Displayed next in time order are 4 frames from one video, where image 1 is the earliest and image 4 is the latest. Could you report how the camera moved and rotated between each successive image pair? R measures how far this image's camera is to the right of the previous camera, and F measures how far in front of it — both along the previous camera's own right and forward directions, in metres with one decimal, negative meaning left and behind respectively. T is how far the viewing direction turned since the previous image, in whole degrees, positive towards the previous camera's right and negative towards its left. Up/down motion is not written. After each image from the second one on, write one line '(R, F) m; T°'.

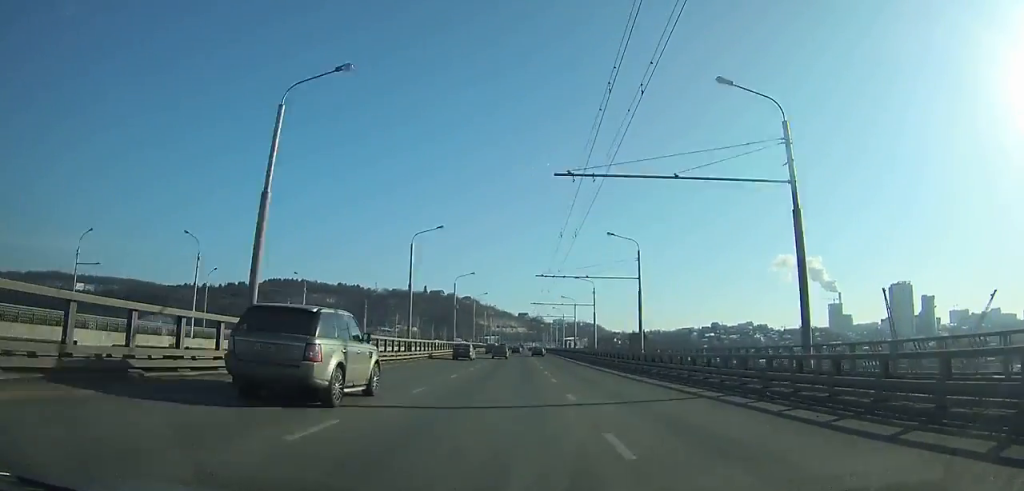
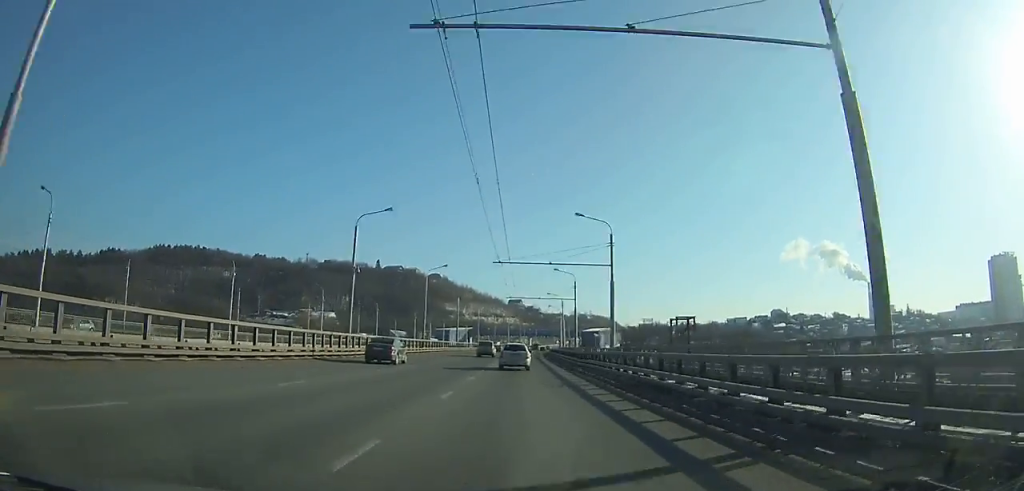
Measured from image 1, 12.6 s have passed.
(+4.5, +214.1) m; +1°
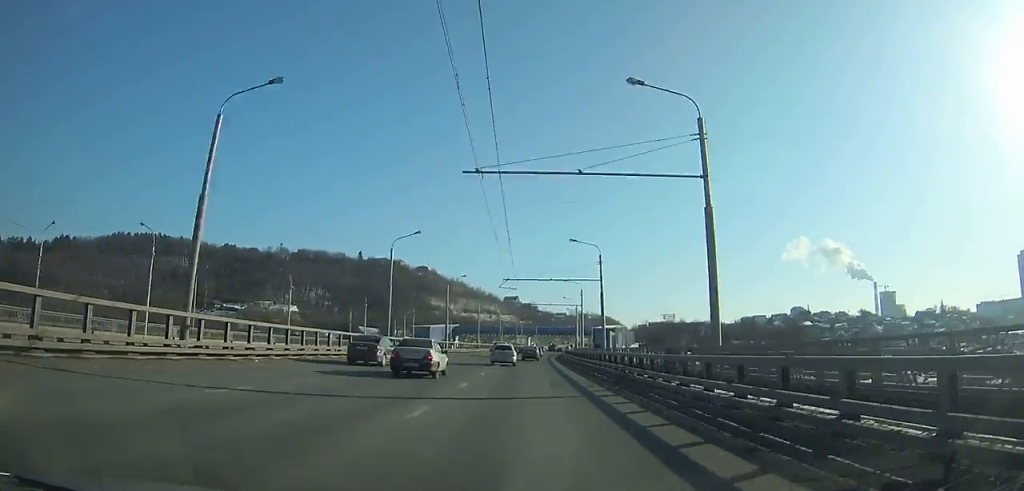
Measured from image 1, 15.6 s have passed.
(+0.1, +51.1) m; +1°
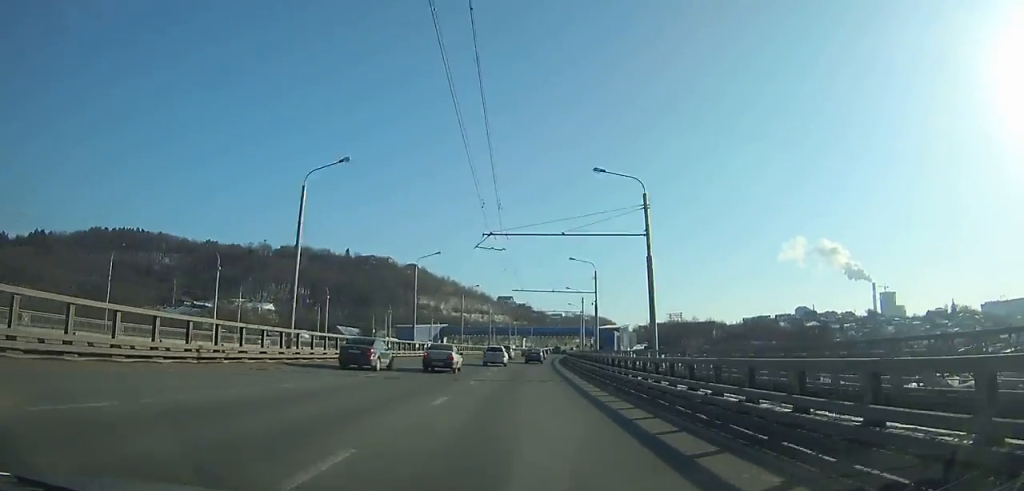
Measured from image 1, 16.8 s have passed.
(-0.1, +20.3) m; +1°
